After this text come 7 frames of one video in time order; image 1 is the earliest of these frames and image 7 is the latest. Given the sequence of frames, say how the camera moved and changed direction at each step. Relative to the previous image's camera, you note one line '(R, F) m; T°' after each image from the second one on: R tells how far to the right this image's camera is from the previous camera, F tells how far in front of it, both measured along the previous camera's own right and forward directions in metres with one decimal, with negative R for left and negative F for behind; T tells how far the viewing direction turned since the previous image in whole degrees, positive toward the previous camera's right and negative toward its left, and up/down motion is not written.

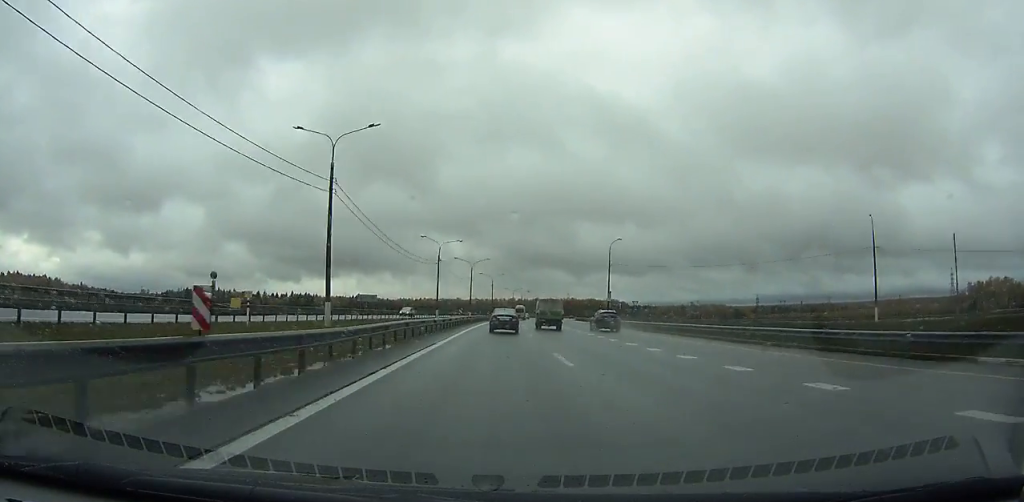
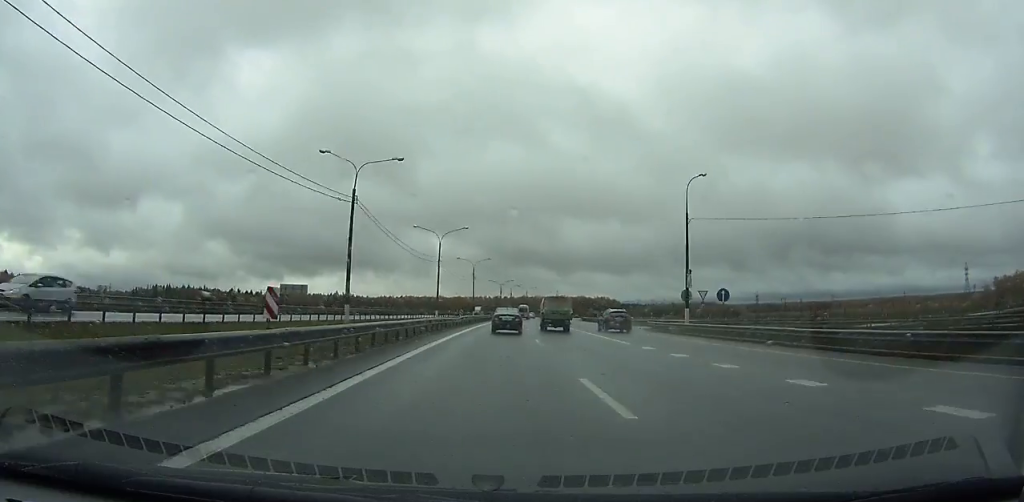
(+0.1, +38.2) m; +2°
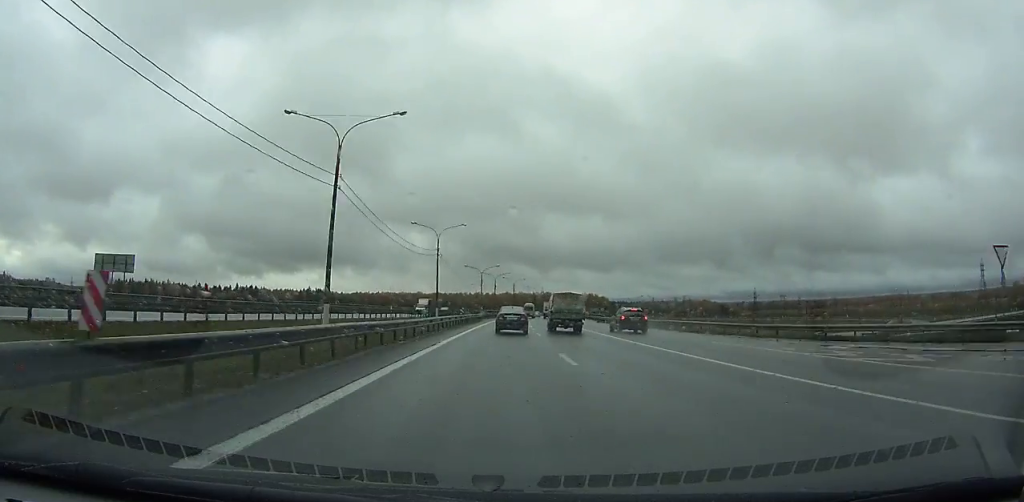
(+1.3, +40.4) m; +2°
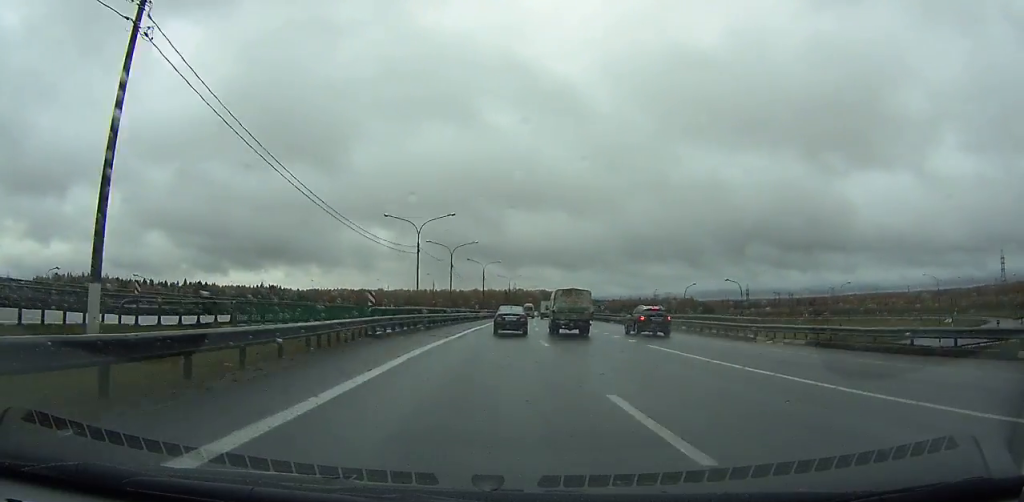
(+0.8, +57.5) m; +3°
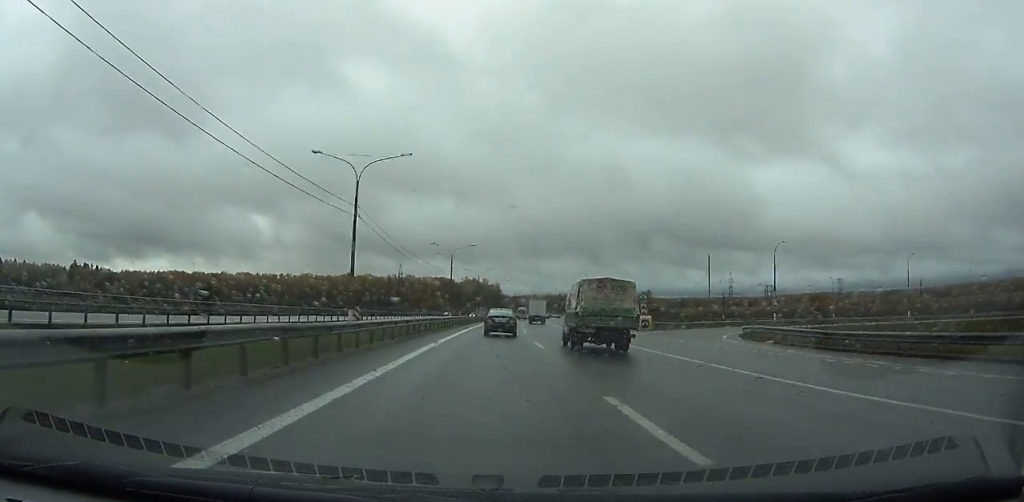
(+14.3, +178.4) m; +9°
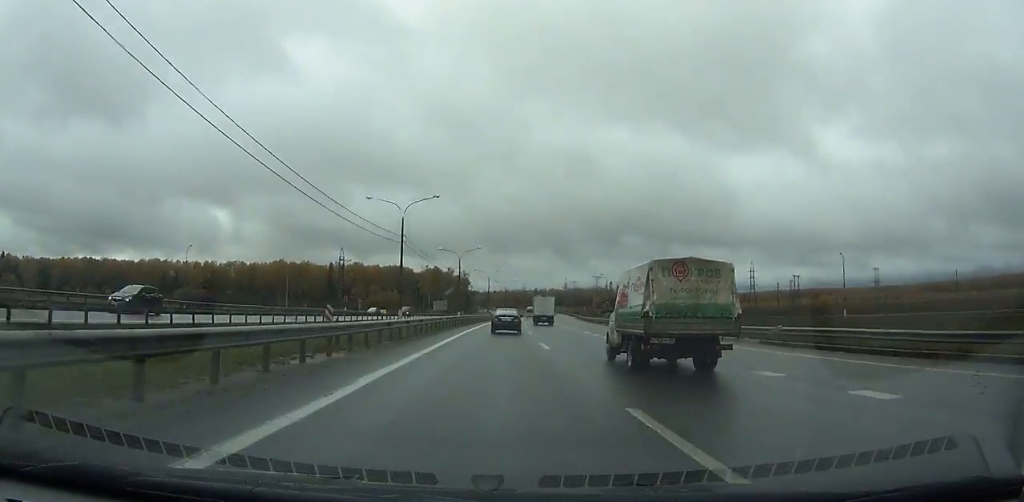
(+2.8, +81.3) m; +4°
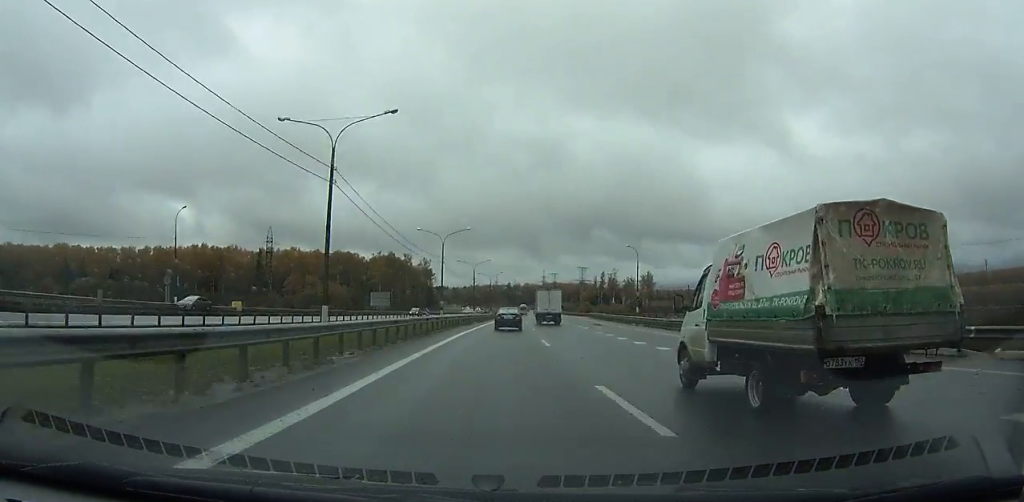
(+1.2, +62.4) m; +3°
